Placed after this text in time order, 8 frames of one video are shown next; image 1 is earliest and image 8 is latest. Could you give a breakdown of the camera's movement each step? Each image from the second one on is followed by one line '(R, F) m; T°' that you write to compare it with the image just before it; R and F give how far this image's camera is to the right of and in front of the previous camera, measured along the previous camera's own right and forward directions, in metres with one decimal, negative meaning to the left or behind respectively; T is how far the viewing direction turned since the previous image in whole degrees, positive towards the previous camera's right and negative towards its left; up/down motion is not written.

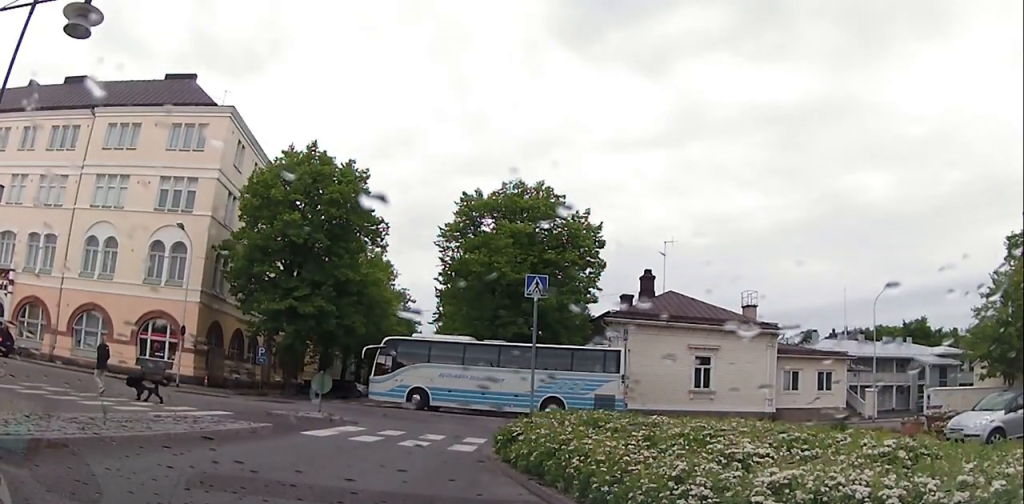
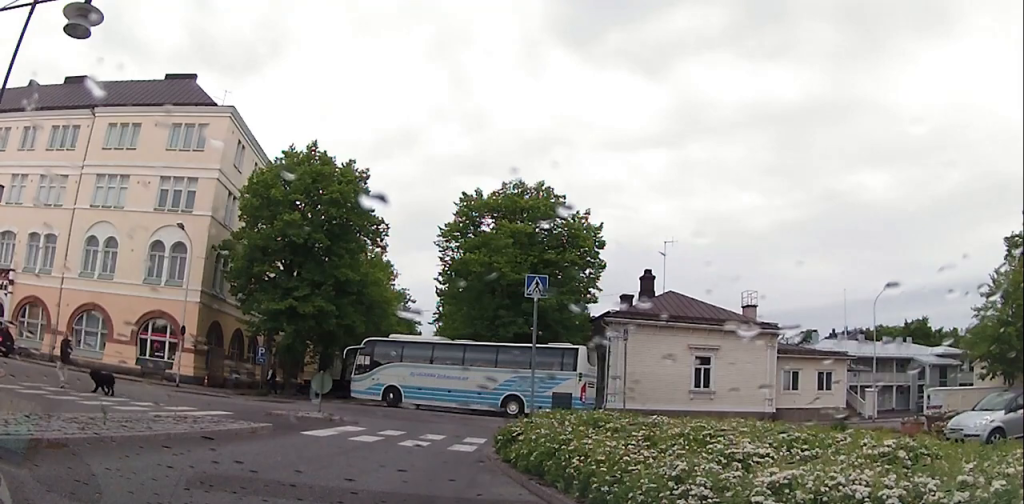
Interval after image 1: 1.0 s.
(0.0, 0.0) m; 0°
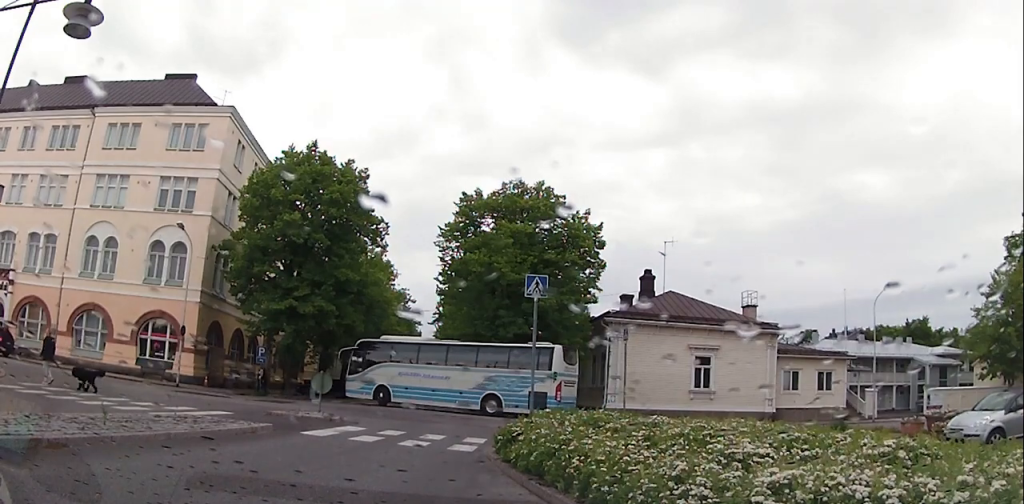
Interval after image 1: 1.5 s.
(0.0, 0.0) m; 0°
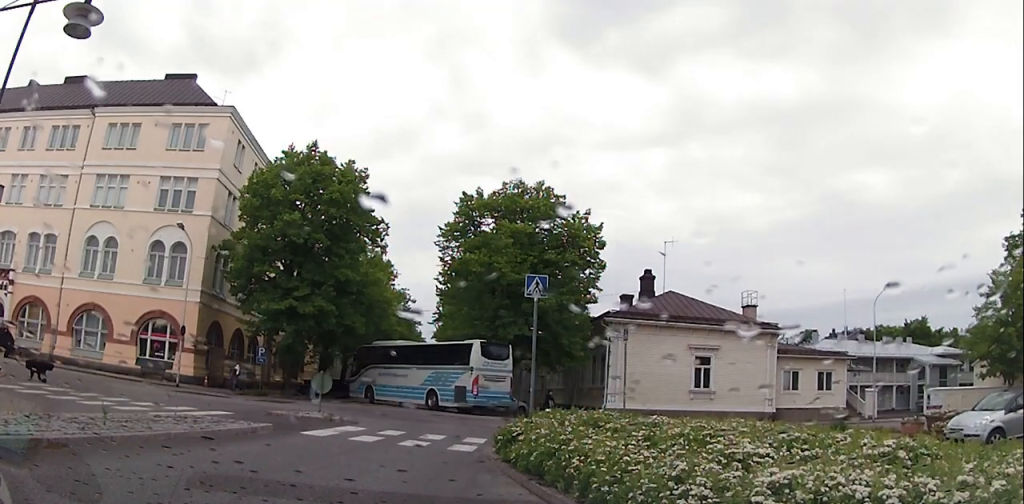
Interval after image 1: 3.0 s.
(0.0, 0.0) m; 0°
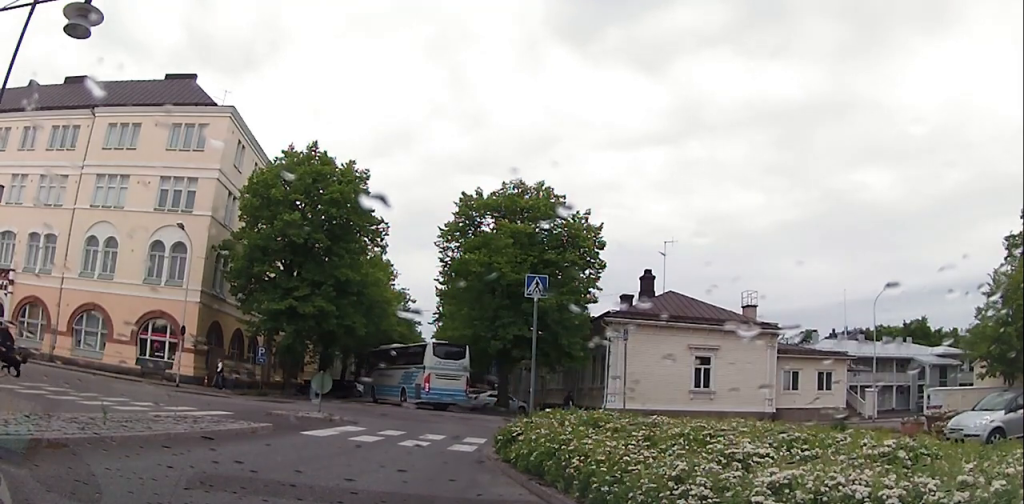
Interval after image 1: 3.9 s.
(0.0, 0.0) m; 0°
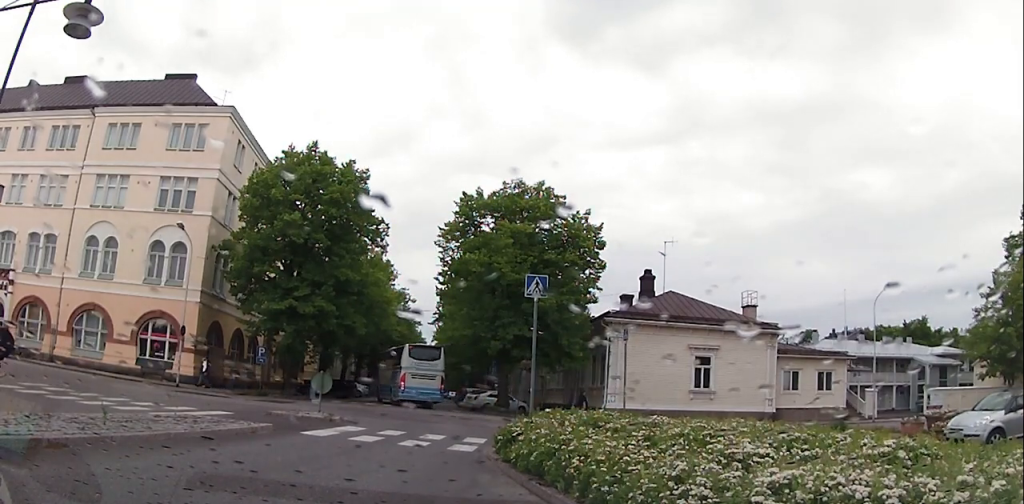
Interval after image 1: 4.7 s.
(0.0, 0.0) m; 0°
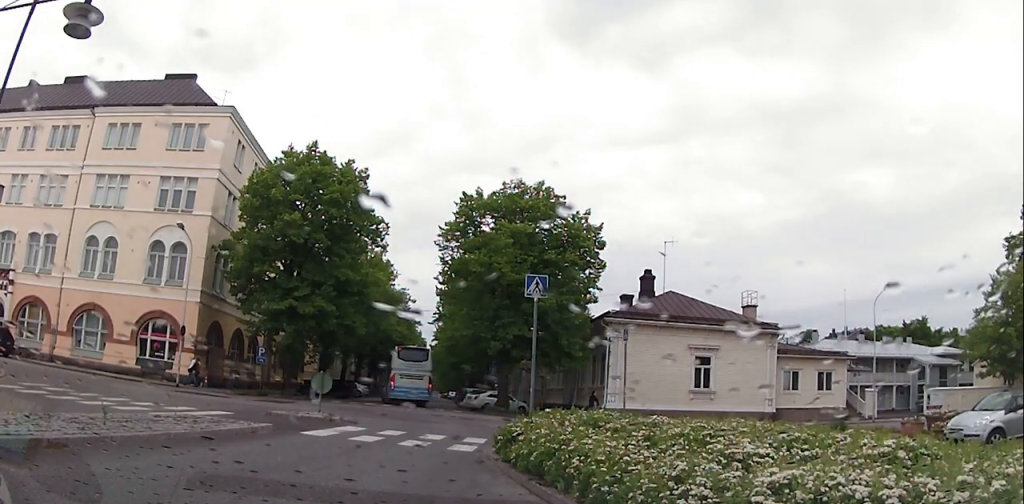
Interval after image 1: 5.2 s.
(0.0, 0.0) m; 0°
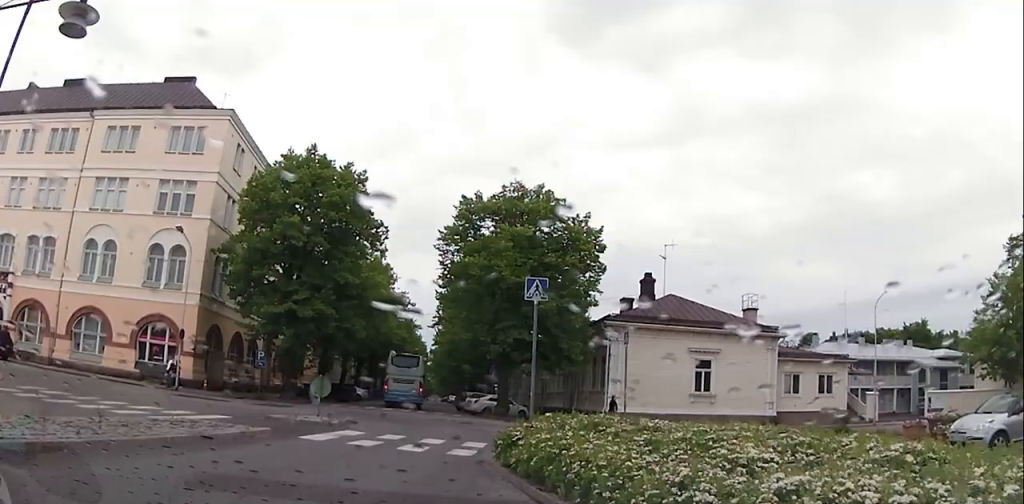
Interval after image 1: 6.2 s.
(-0.2, +0.4) m; 0°
